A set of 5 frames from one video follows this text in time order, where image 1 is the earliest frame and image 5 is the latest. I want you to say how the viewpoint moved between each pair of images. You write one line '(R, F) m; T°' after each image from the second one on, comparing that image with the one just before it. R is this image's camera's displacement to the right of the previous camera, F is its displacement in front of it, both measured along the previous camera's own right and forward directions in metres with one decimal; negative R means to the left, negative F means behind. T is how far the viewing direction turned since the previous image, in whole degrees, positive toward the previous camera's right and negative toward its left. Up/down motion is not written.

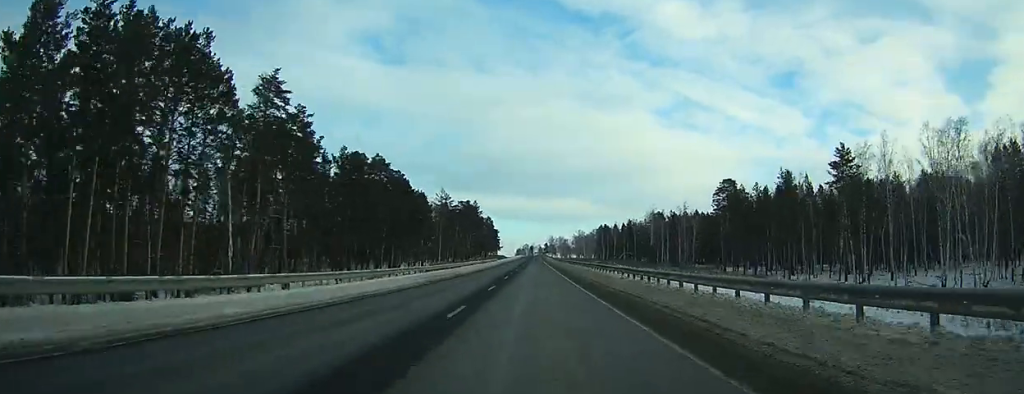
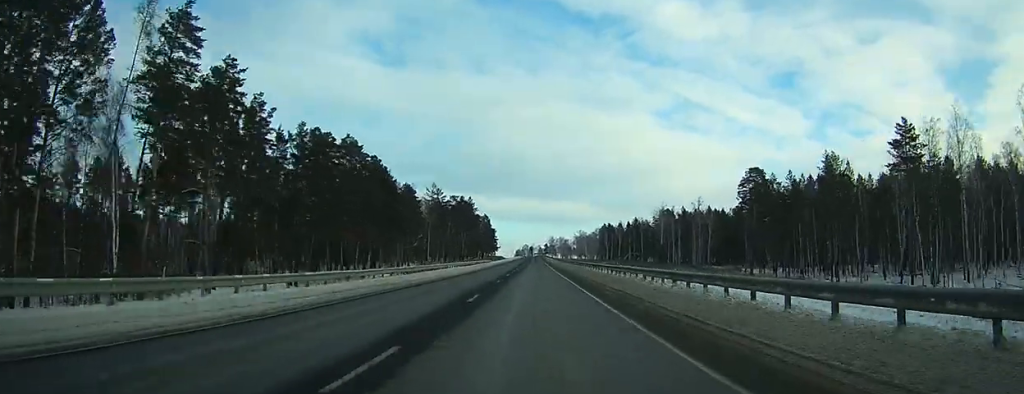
(0.0, +19.3) m; 0°
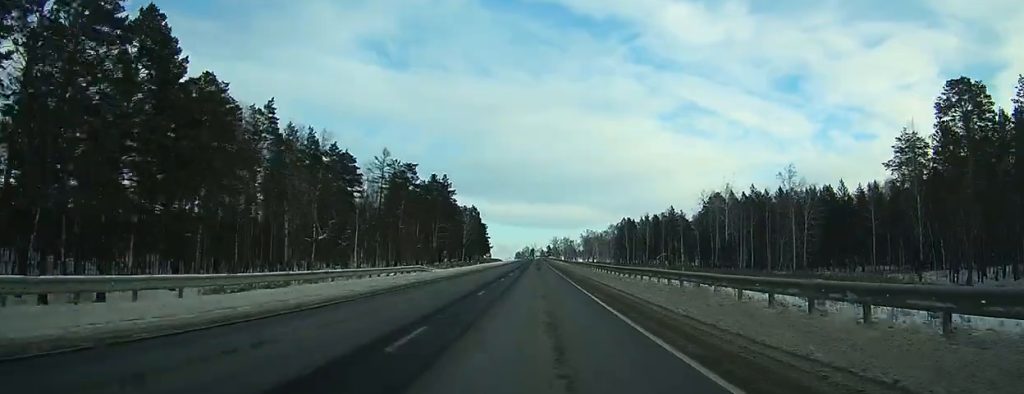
(-0.1, +69.2) m; 0°
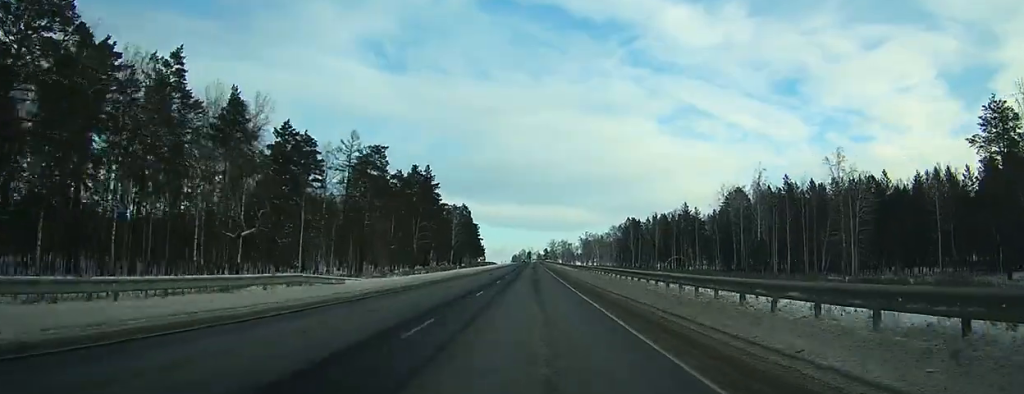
(0.0, +22.5) m; 0°
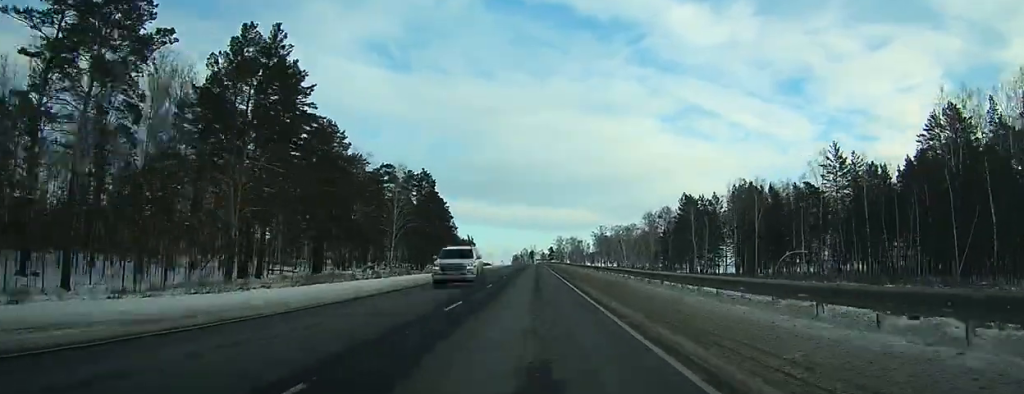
(-0.2, +89.9) m; 0°
